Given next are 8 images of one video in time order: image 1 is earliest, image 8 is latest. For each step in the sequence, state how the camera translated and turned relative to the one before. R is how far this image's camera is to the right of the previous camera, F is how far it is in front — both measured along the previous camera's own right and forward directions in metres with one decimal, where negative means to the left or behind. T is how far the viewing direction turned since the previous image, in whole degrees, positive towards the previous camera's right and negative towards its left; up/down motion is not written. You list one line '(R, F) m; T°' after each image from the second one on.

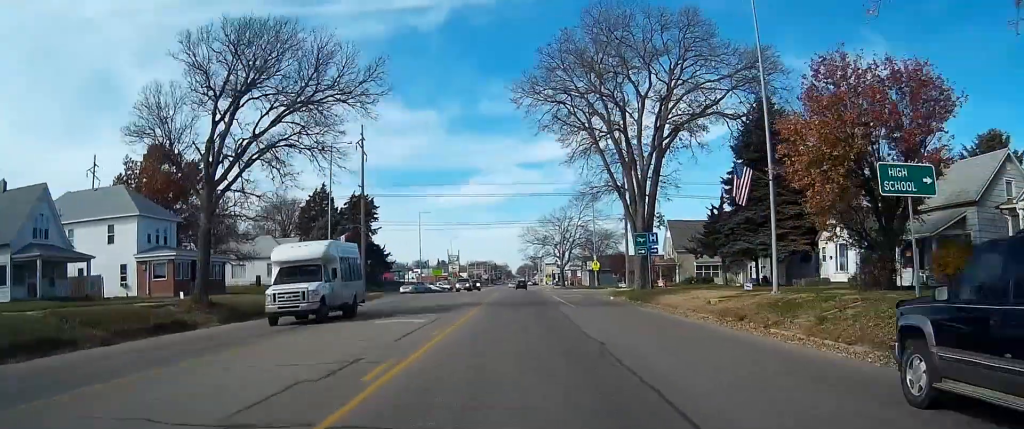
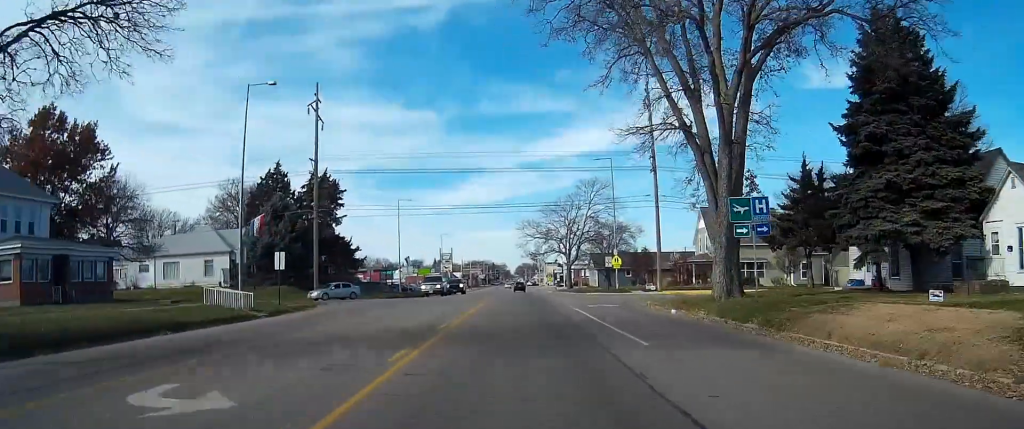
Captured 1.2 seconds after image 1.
(+0.1, +19.5) m; +1°
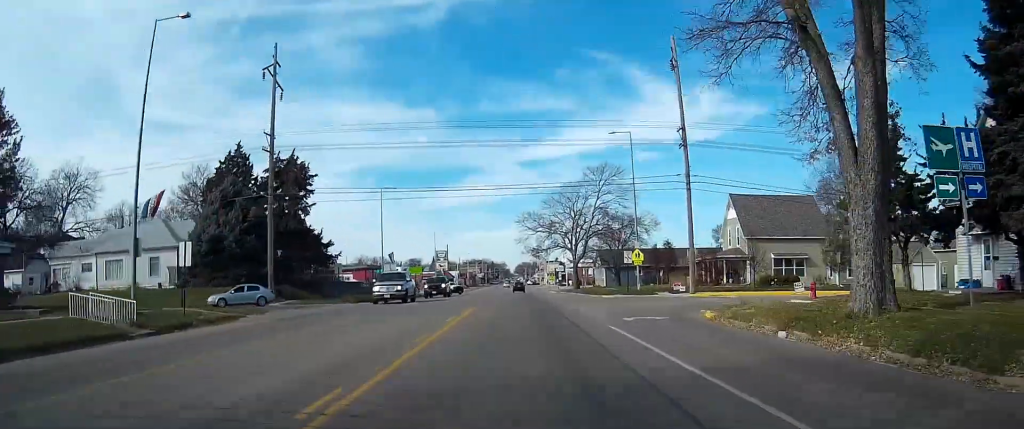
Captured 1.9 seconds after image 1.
(+0.1, +12.1) m; 0°
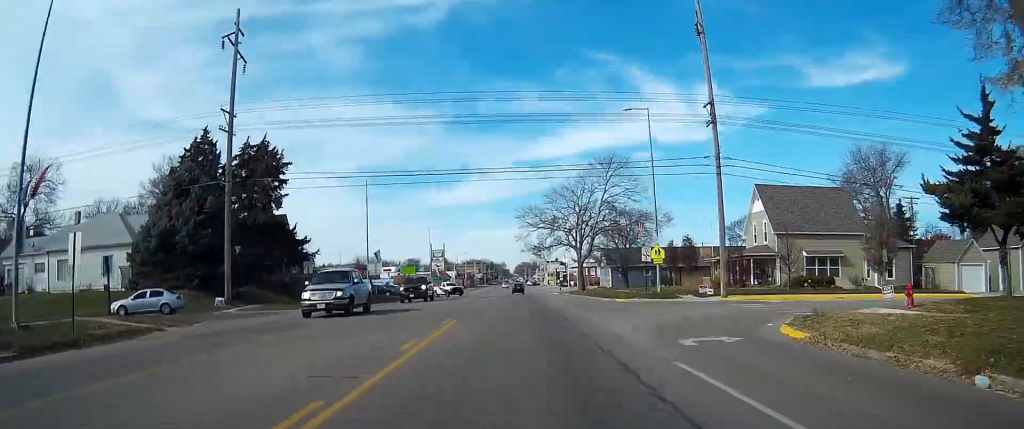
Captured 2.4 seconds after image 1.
(0.0, +8.2) m; 0°
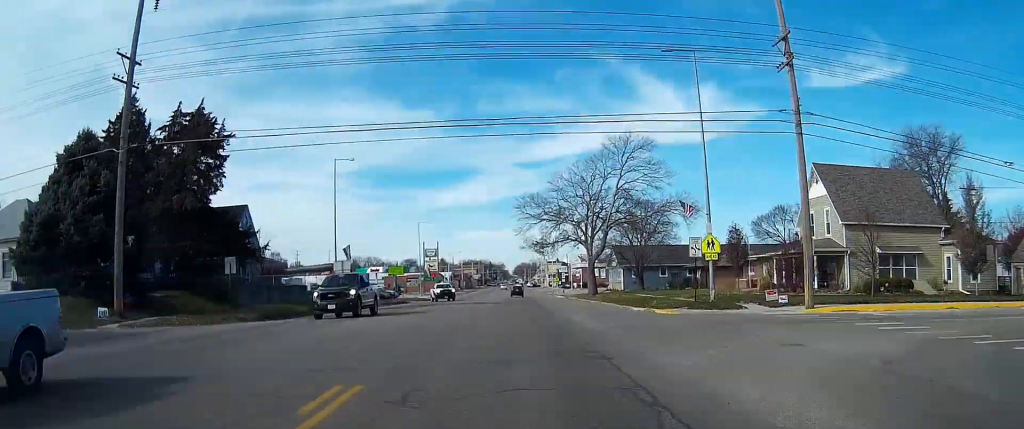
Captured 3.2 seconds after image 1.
(-0.1, +13.5) m; 0°
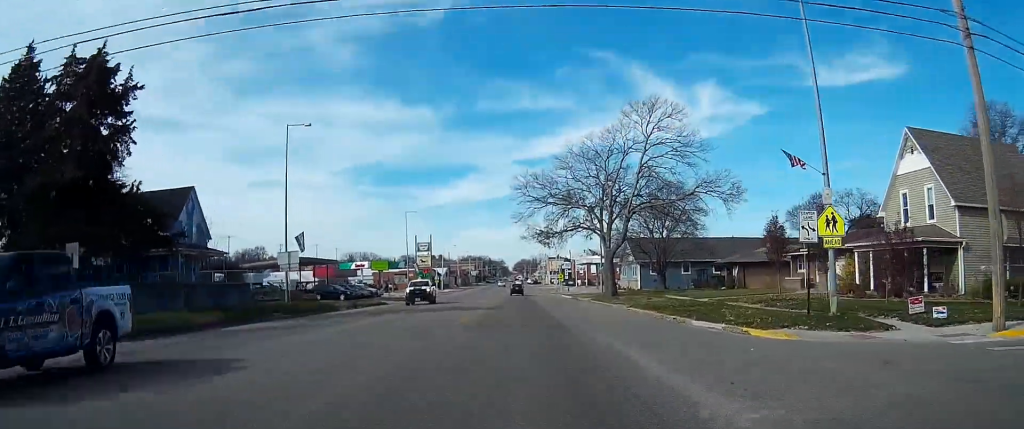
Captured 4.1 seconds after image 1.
(0.0, +13.9) m; 0°
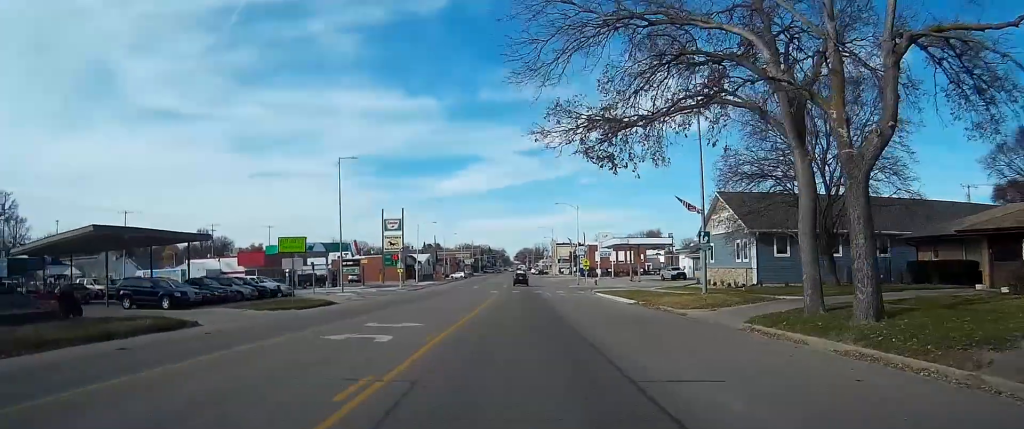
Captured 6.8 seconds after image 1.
(-0.1, +41.6) m; 0°
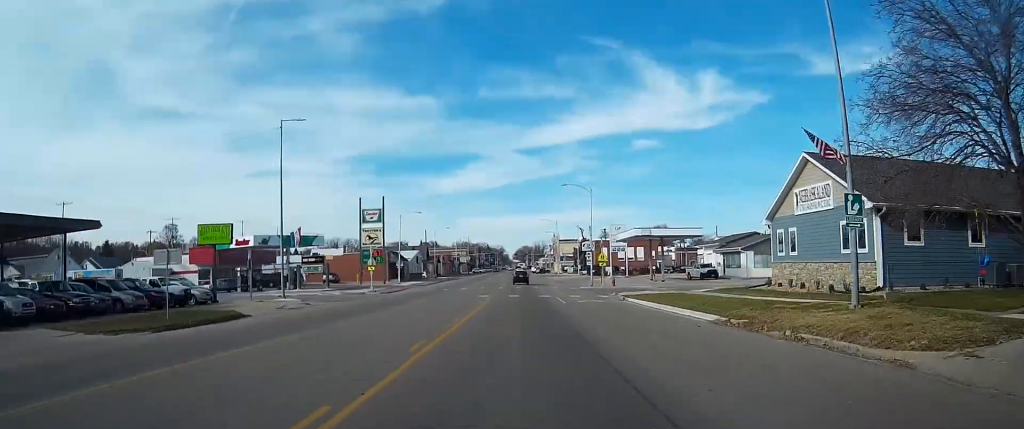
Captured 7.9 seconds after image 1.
(+0.1, +16.7) m; 0°
